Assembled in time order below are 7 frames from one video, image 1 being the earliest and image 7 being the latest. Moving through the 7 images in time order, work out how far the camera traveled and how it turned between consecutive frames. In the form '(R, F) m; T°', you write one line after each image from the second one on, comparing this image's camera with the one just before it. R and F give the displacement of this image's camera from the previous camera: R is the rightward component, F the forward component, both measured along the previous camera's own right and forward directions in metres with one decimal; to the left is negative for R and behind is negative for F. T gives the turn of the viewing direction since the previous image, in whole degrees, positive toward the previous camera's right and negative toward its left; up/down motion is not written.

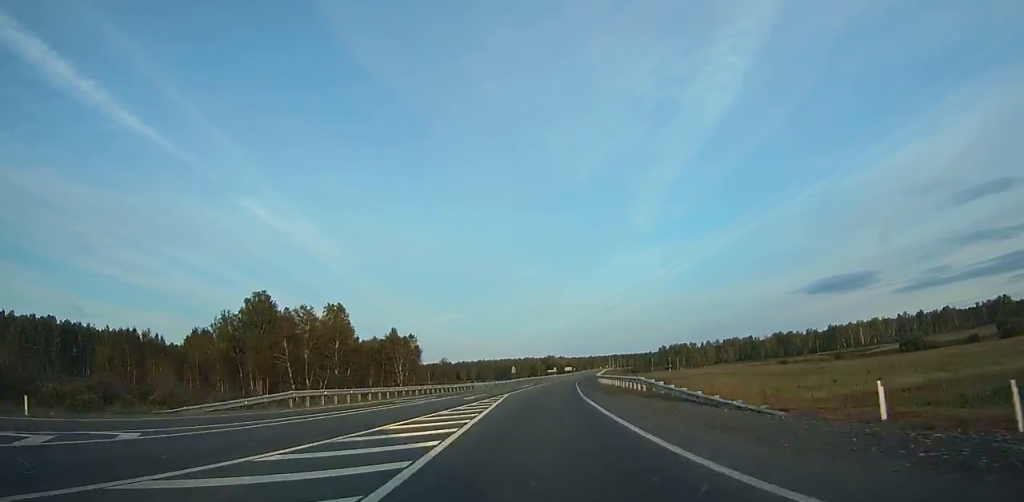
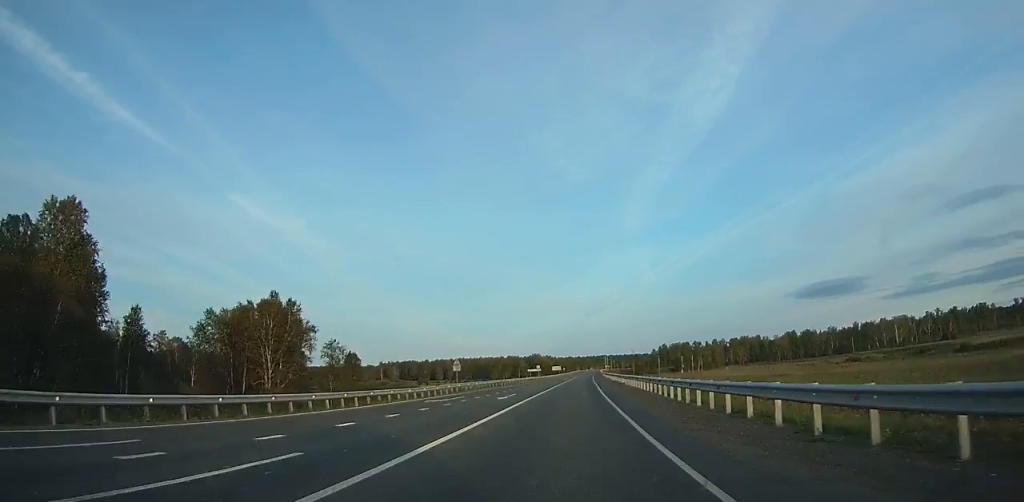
(+0.1, +60.4) m; +1°
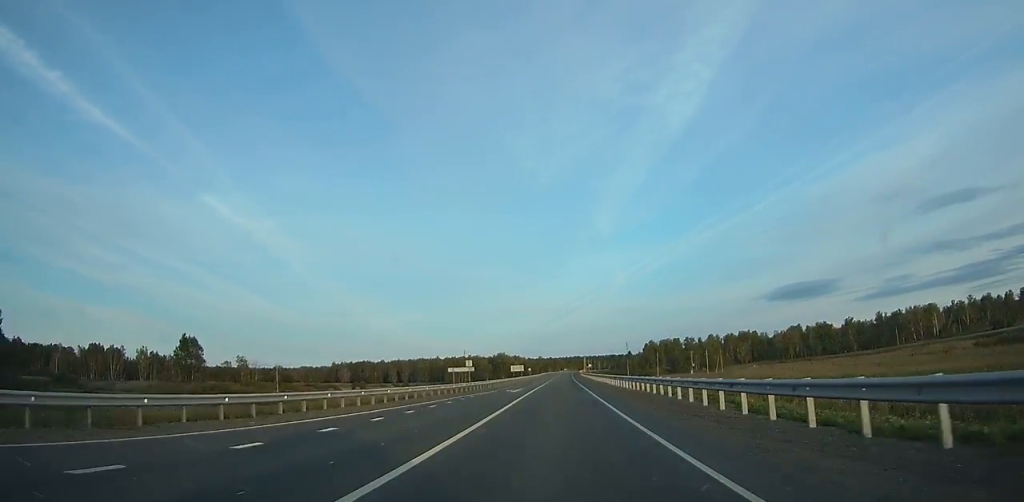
(0.0, +68.4) m; +1°
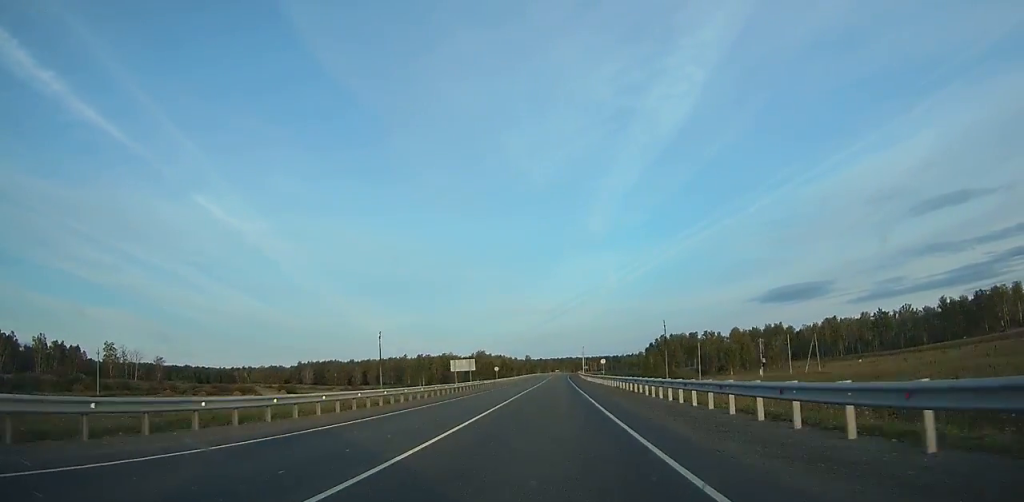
(+1.8, +70.9) m; +2°
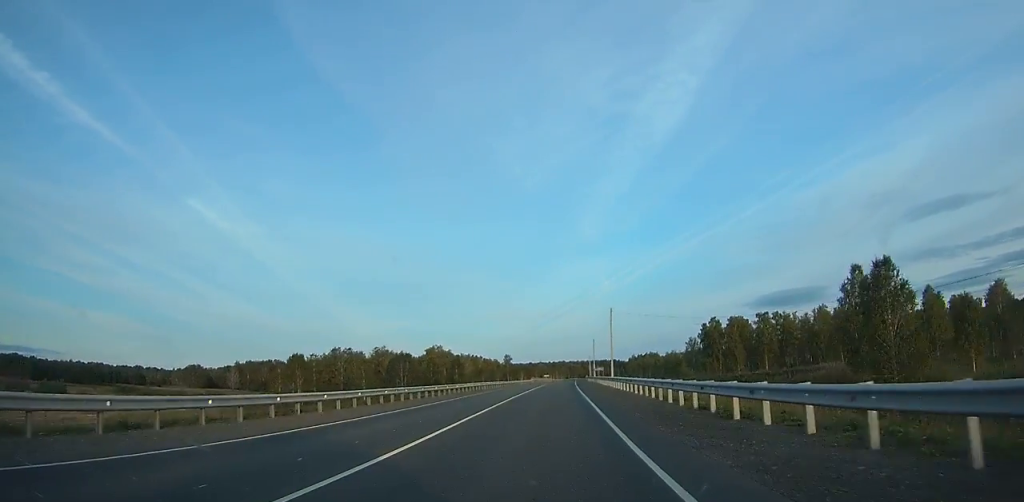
(+1.5, +113.3) m; +1°
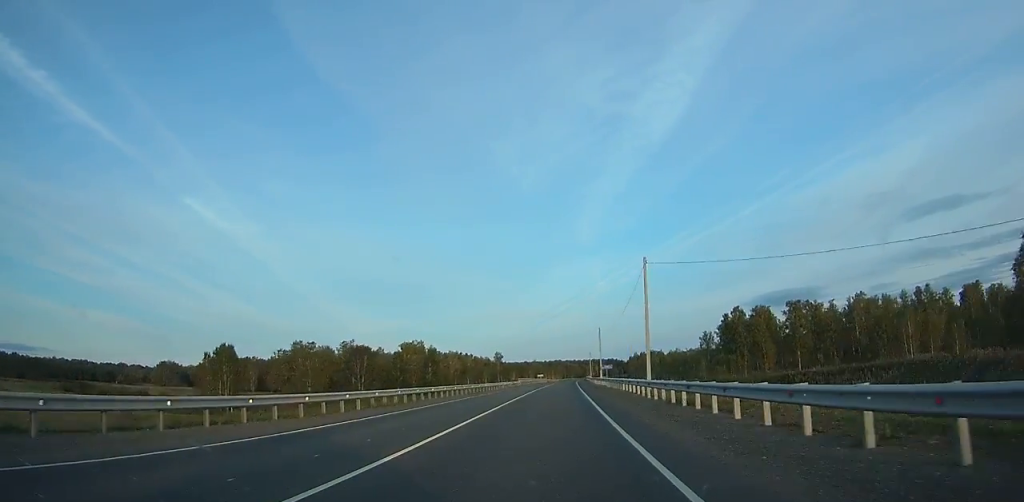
(-0.1, +30.3) m; 0°
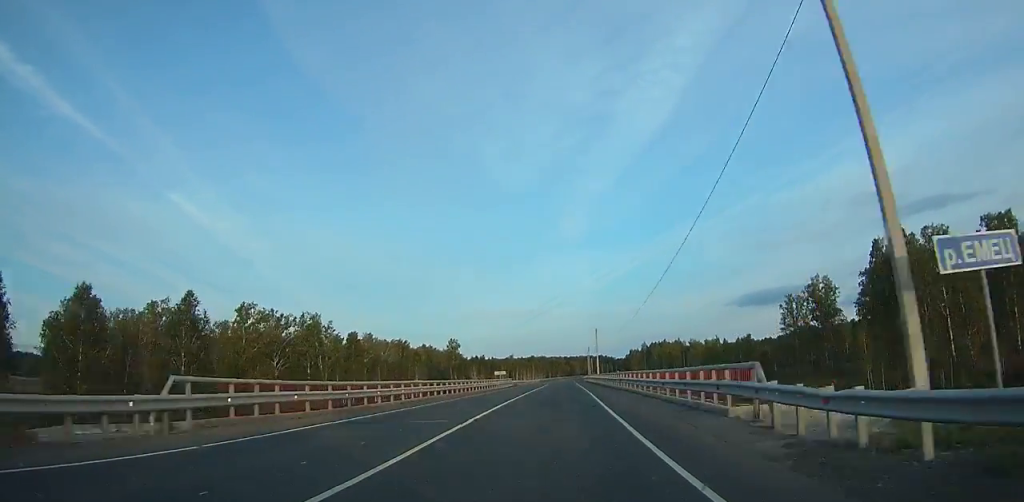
(+0.9, +90.5) m; +1°
